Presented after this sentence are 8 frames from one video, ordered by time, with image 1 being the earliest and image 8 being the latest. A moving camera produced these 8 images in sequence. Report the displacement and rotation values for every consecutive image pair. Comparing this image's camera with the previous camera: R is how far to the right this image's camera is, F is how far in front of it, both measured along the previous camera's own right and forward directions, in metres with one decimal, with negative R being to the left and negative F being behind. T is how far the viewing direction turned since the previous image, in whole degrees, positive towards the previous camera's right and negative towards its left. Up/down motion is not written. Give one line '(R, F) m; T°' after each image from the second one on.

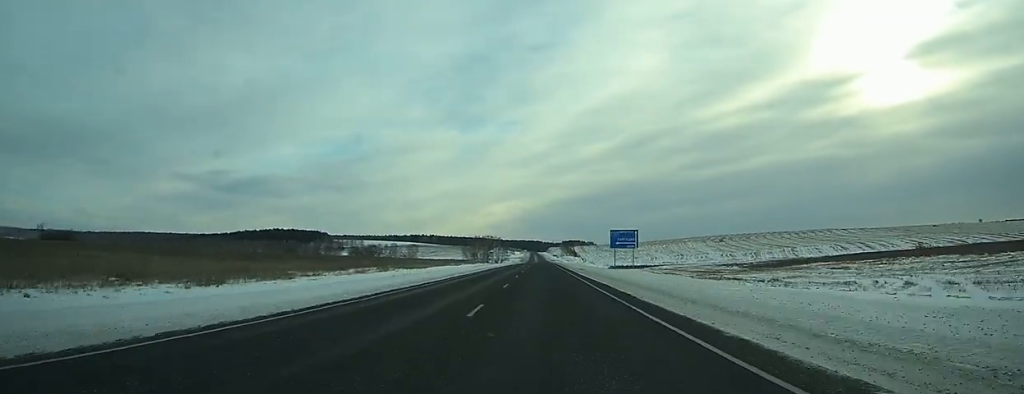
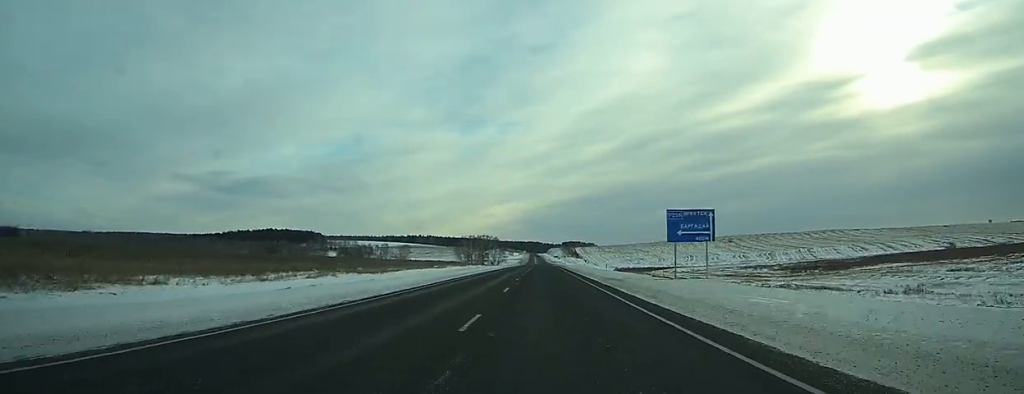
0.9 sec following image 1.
(0.0, +26.1) m; 0°
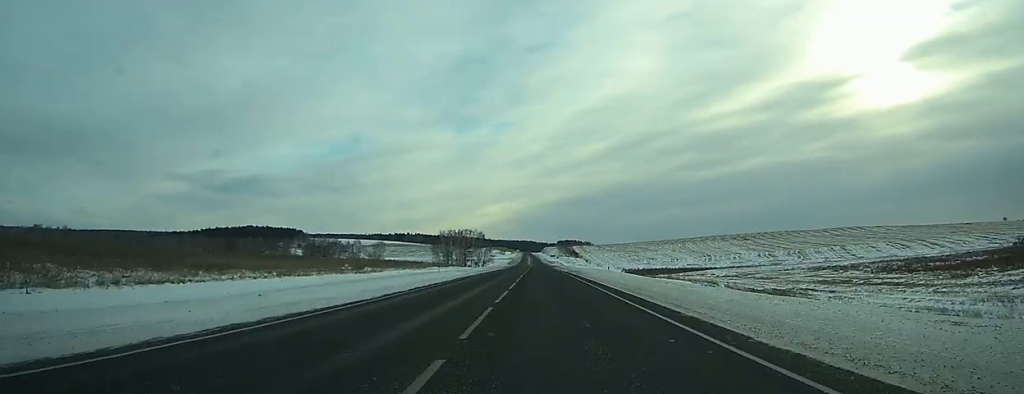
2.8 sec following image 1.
(-0.1, +52.5) m; 0°
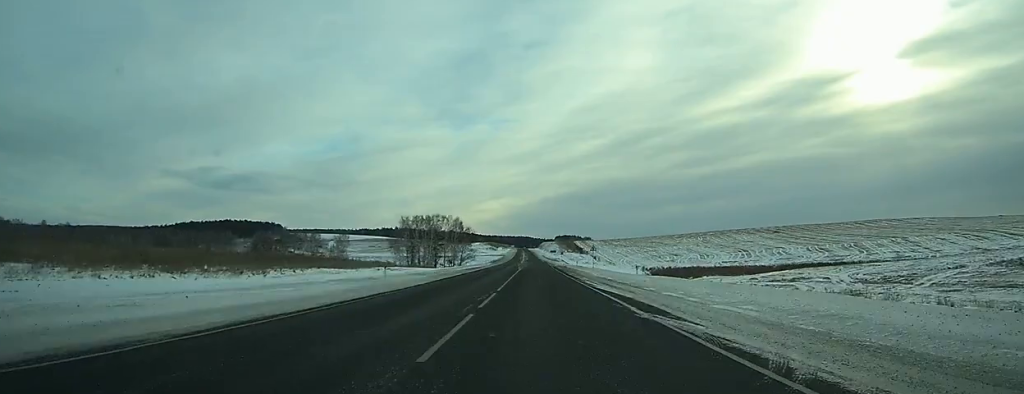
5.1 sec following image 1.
(+0.4, +66.5) m; 0°
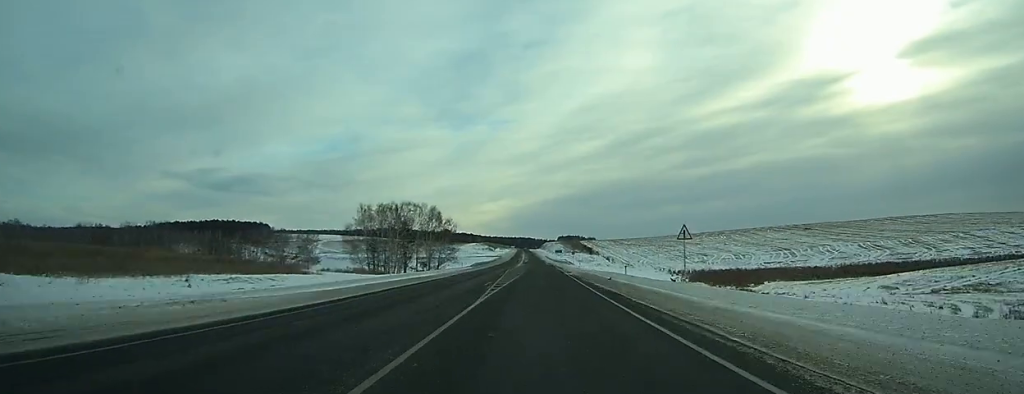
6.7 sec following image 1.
(+0.1, +46.4) m; 0°
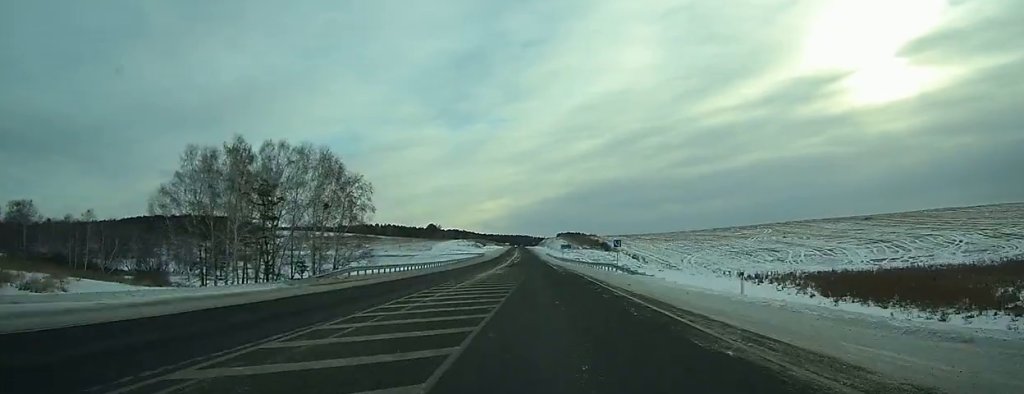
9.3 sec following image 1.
(-0.2, +76.2) m; 0°
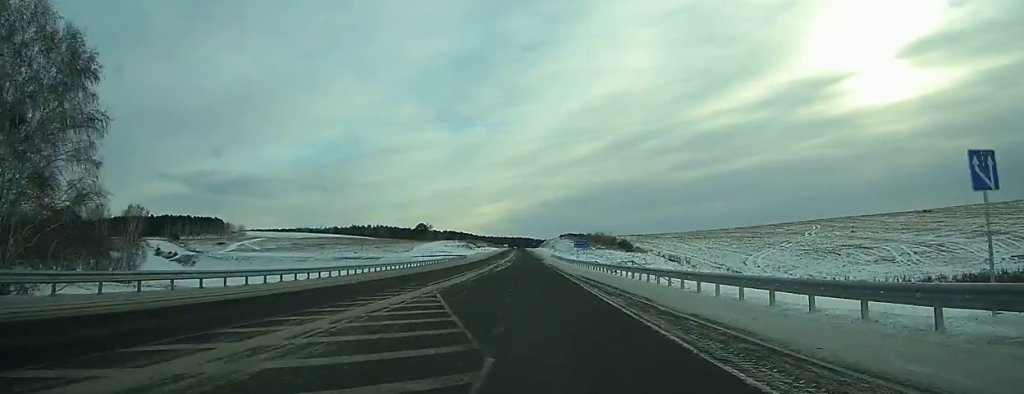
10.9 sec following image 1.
(0.0, +51.7) m; 0°
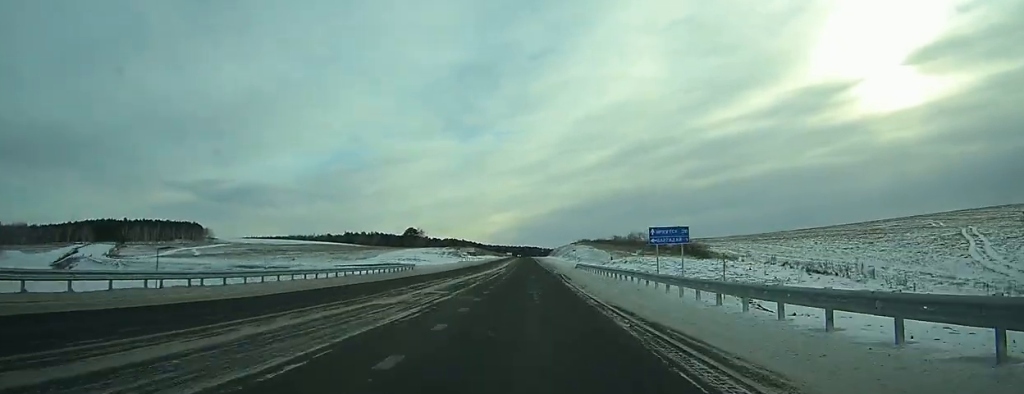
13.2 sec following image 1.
(-0.5, +69.7) m; -1°
